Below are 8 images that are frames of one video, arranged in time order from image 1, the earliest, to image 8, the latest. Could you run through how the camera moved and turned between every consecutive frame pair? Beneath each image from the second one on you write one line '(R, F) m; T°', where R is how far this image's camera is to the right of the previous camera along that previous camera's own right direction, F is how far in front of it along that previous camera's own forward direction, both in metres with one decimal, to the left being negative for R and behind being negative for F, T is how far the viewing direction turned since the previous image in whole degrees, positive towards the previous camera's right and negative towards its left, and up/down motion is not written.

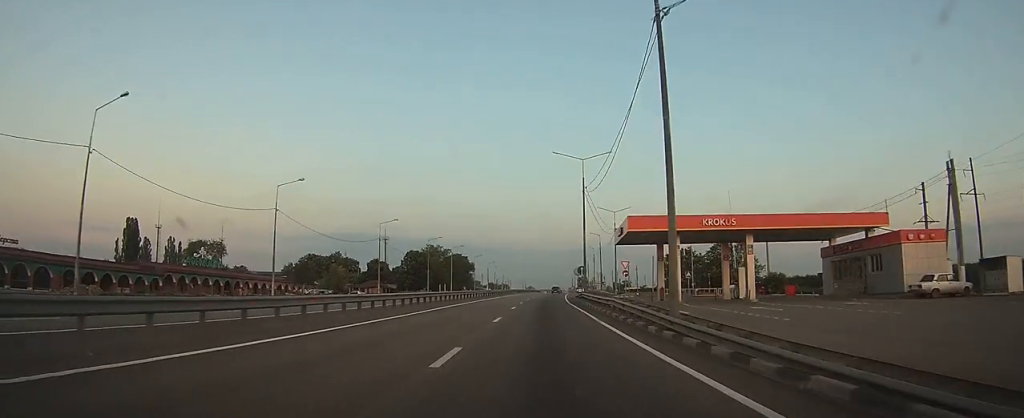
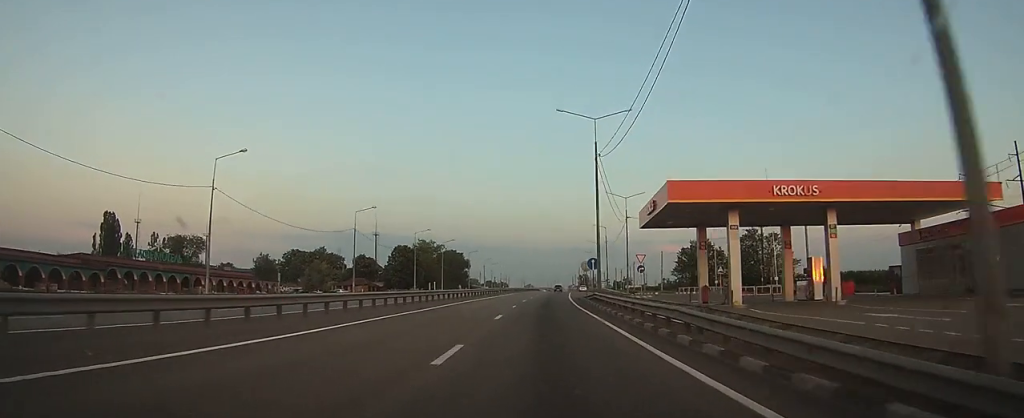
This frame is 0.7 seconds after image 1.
(0.0, +12.0) m; 0°
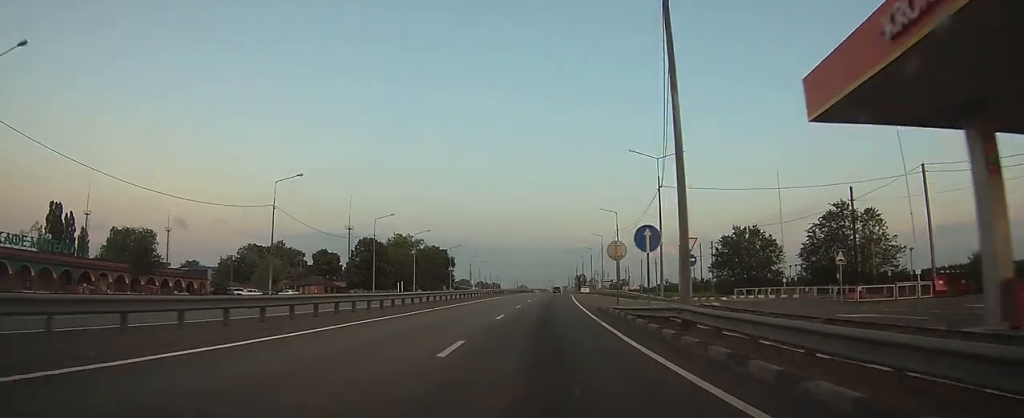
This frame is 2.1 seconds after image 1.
(0.0, +23.0) m; 0°
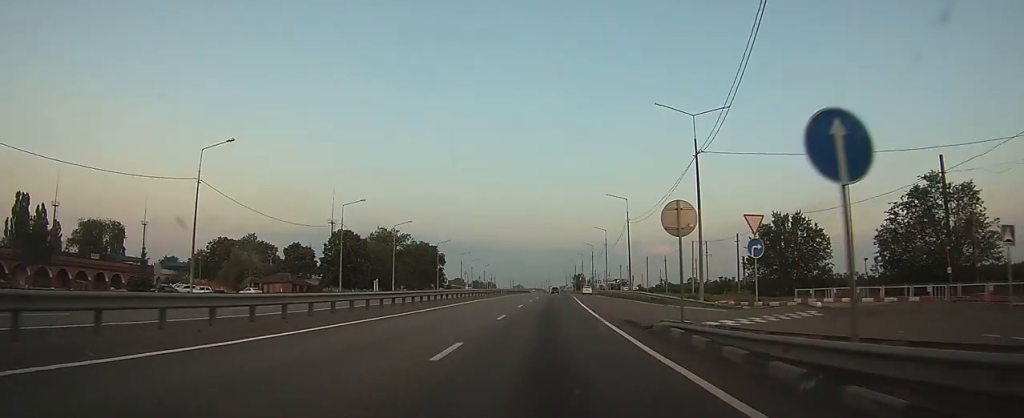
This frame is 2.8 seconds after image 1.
(0.0, +12.8) m; 0°
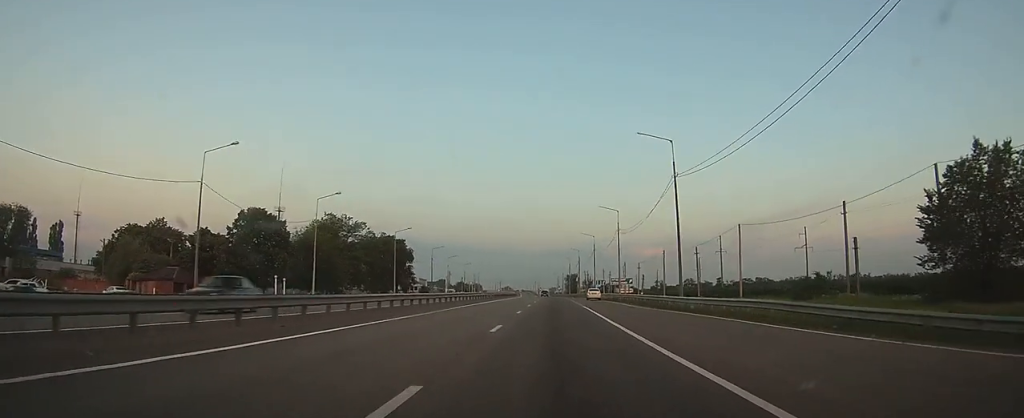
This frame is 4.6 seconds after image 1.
(+0.1, +29.2) m; +1°
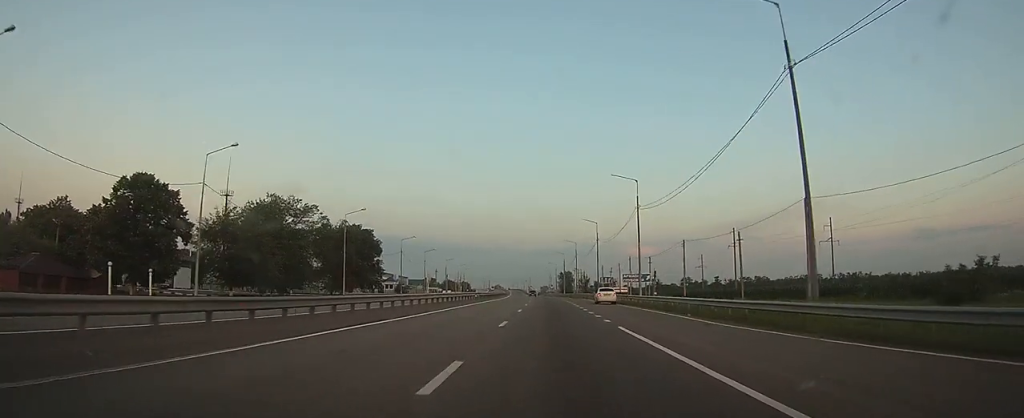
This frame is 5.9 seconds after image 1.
(+0.2, +21.4) m; +1°
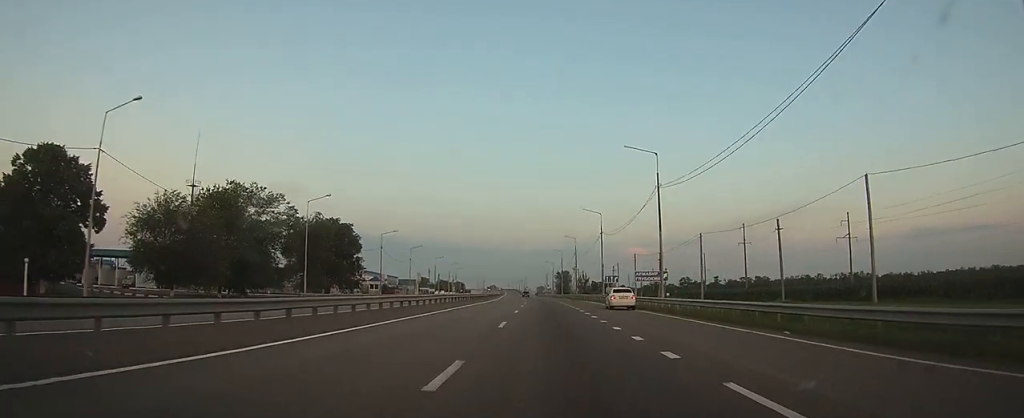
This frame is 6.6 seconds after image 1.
(+0.1, +11.5) m; 0°
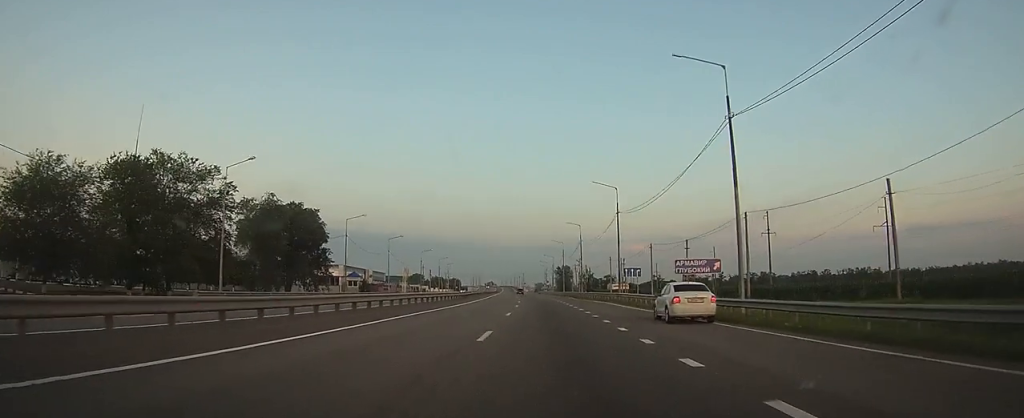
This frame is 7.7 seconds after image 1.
(+0.1, +17.5) m; 0°
